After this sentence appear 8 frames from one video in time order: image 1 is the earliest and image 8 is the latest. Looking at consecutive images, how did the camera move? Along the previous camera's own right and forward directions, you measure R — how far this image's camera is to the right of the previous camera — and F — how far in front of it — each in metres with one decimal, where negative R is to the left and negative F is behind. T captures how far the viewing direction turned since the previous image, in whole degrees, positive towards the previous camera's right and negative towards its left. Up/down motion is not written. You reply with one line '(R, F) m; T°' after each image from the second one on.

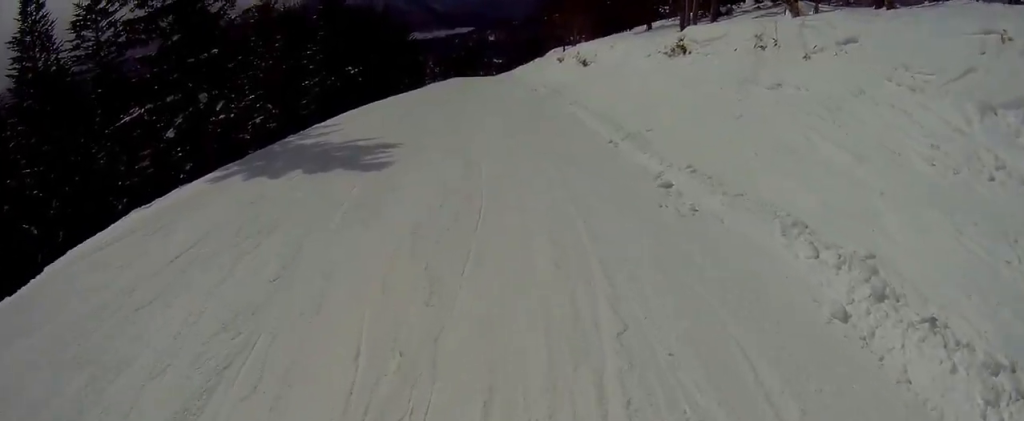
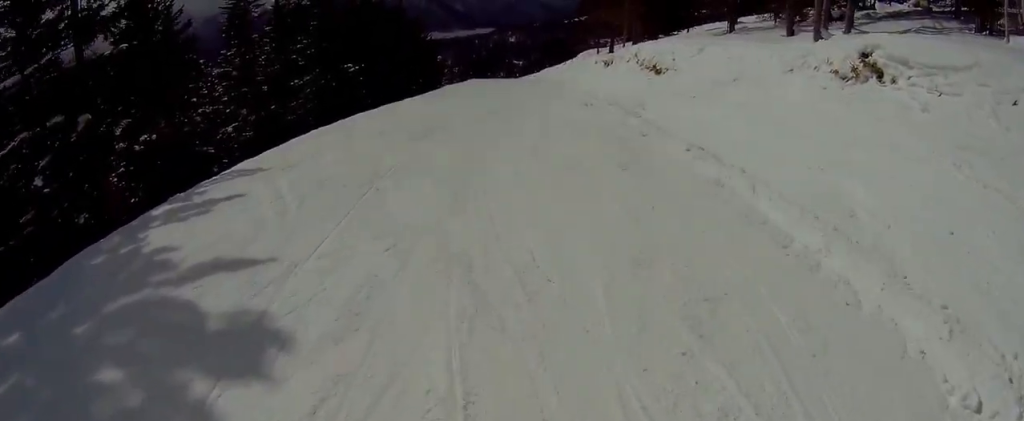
(+0.8, +8.7) m; -5°
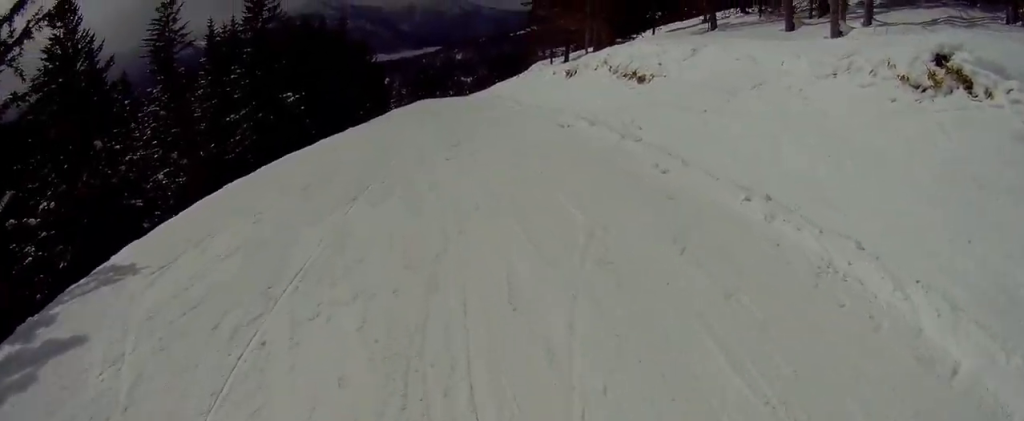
(-0.4, +3.4) m; +2°
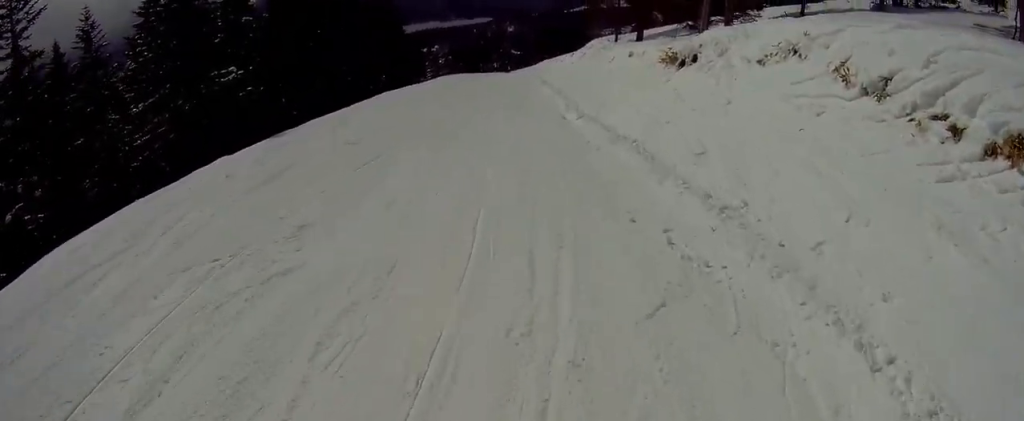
(+1.5, +13.4) m; -3°
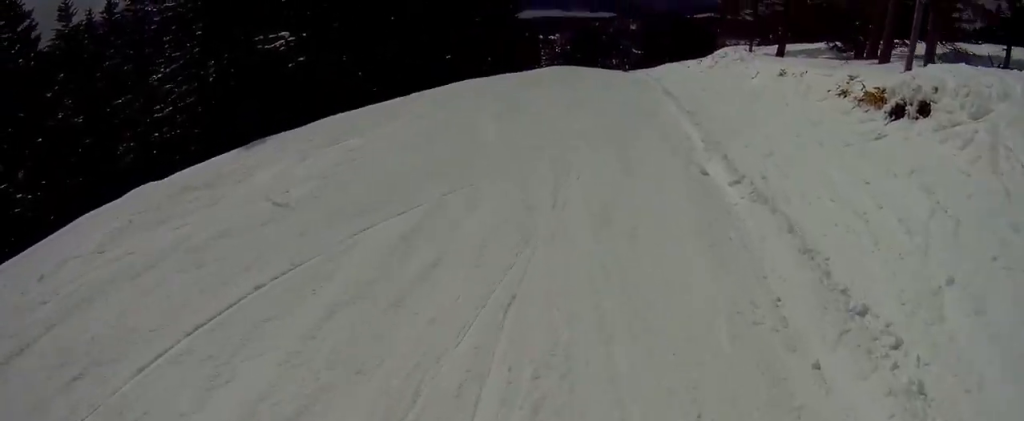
(-1.6, +6.1) m; -12°
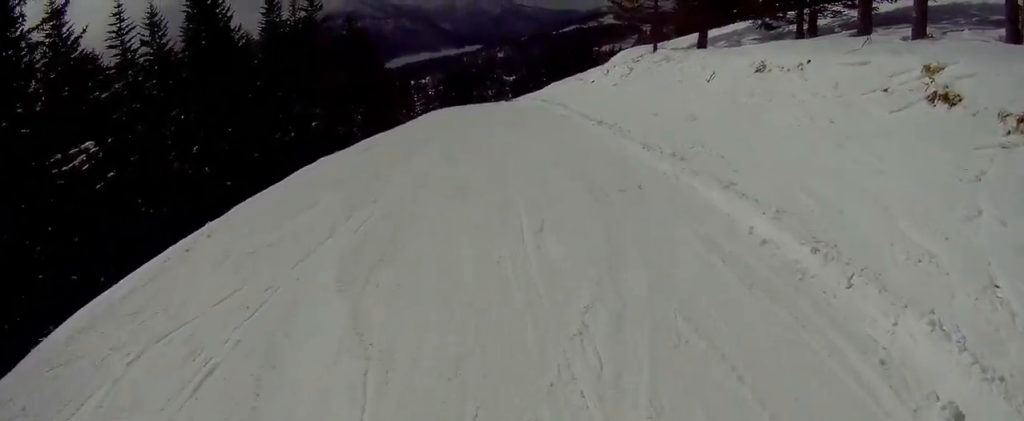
(+0.2, +6.6) m; +10°
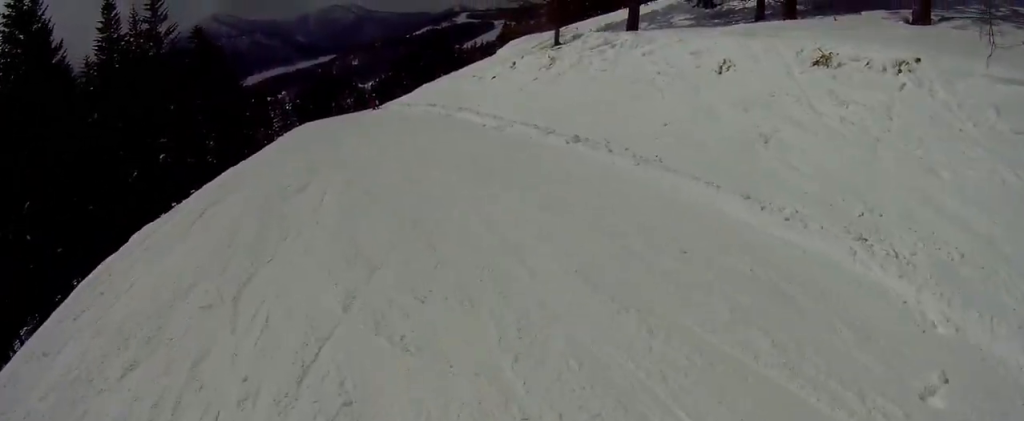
(+0.8, +6.3) m; +9°
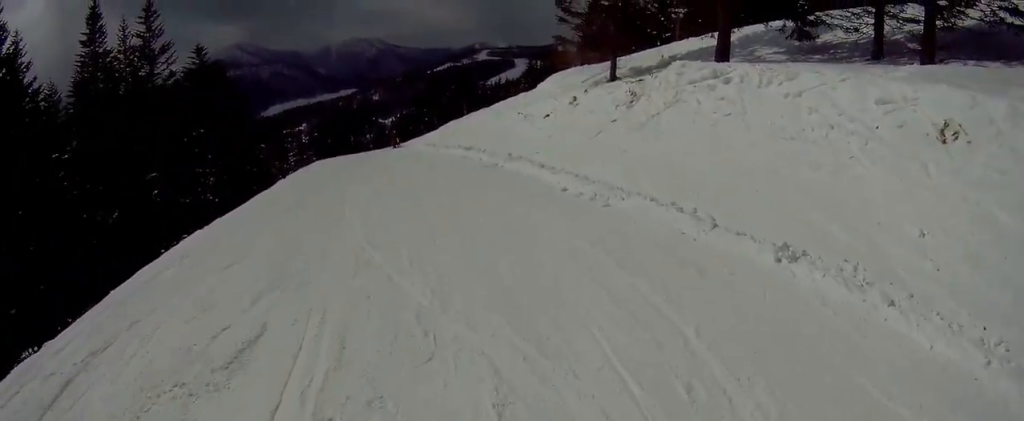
(+0.6, +5.5) m; -7°
